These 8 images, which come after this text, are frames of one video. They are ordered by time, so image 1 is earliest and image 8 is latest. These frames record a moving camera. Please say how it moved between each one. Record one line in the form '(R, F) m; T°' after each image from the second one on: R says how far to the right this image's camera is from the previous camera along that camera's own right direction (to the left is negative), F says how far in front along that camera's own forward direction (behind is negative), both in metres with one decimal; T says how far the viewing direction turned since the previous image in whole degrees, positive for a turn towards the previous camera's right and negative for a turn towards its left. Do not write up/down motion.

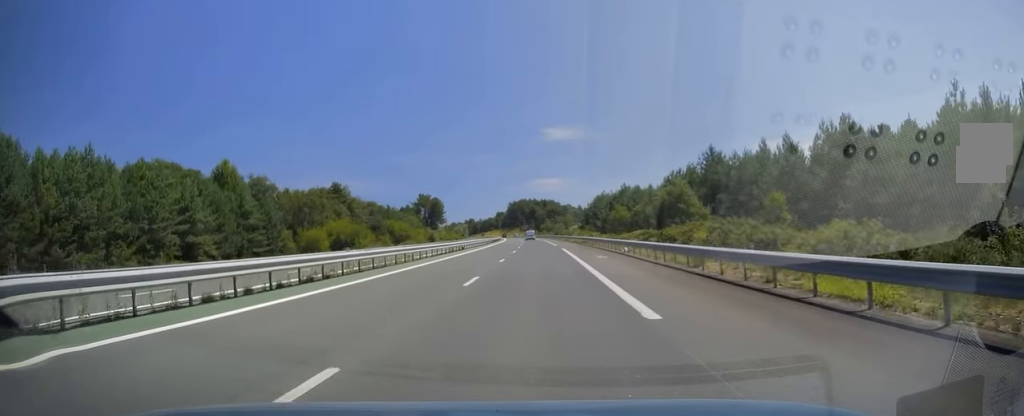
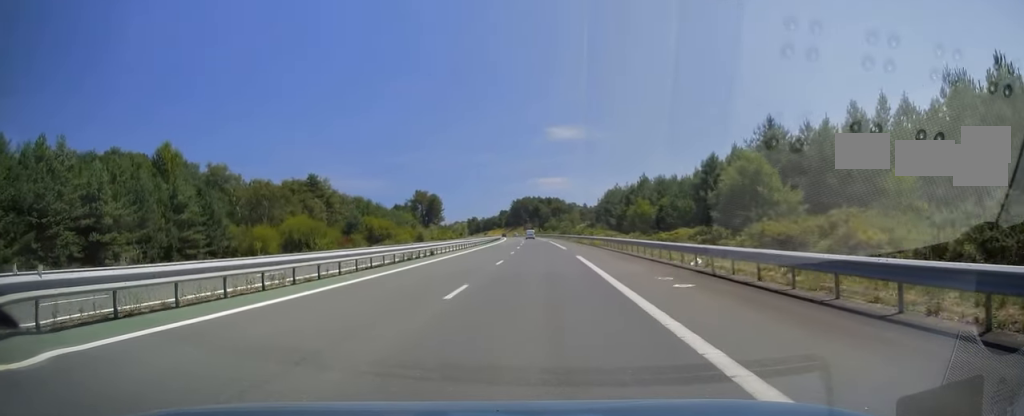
(0.0, +16.7) m; 0°
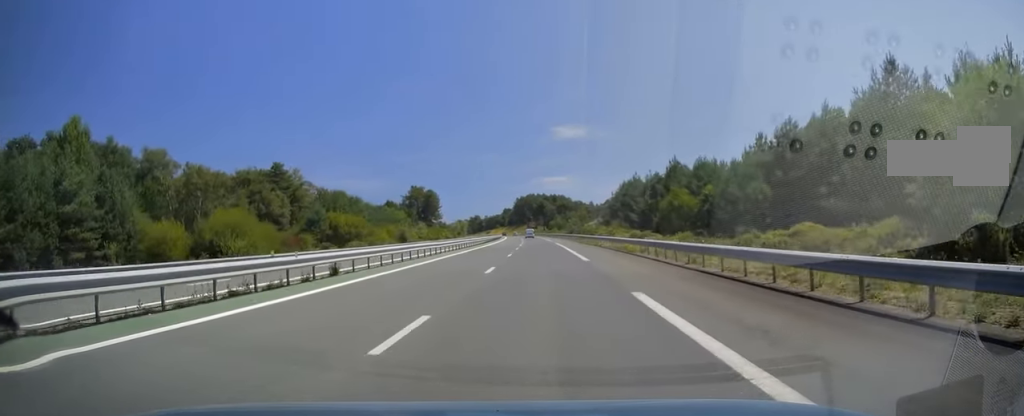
(0.0, +18.7) m; 0°
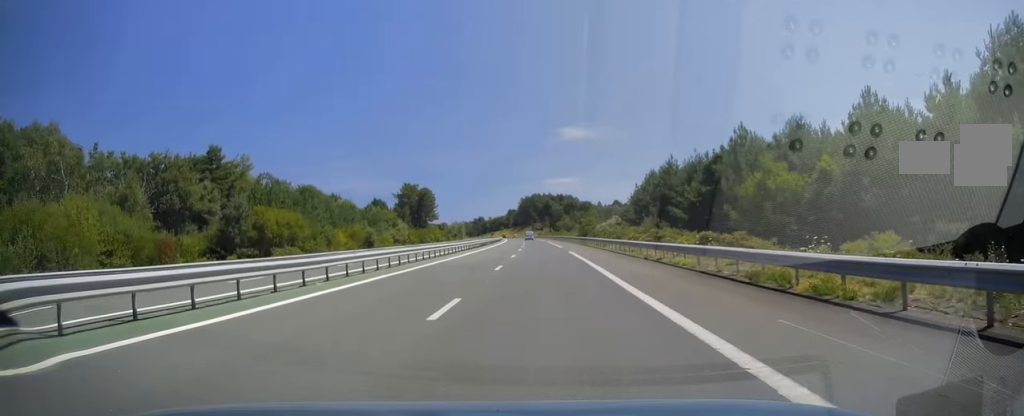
(0.0, +23.2) m; -1°
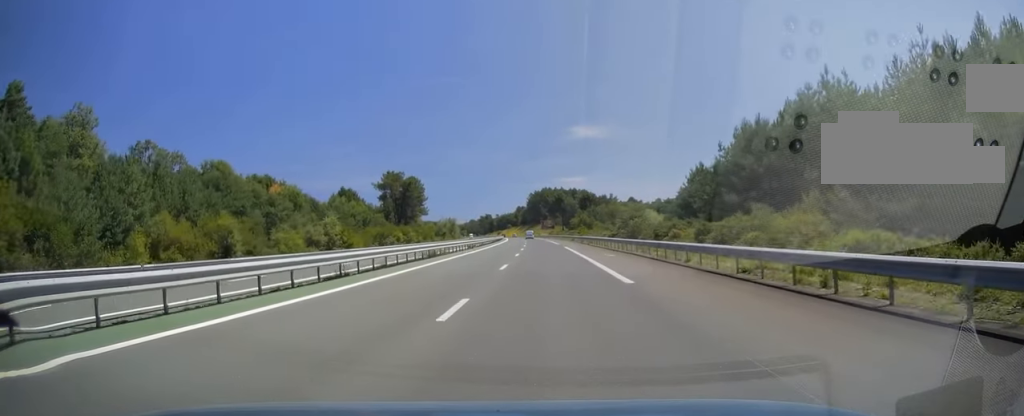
(-0.5, +39.3) m; -1°
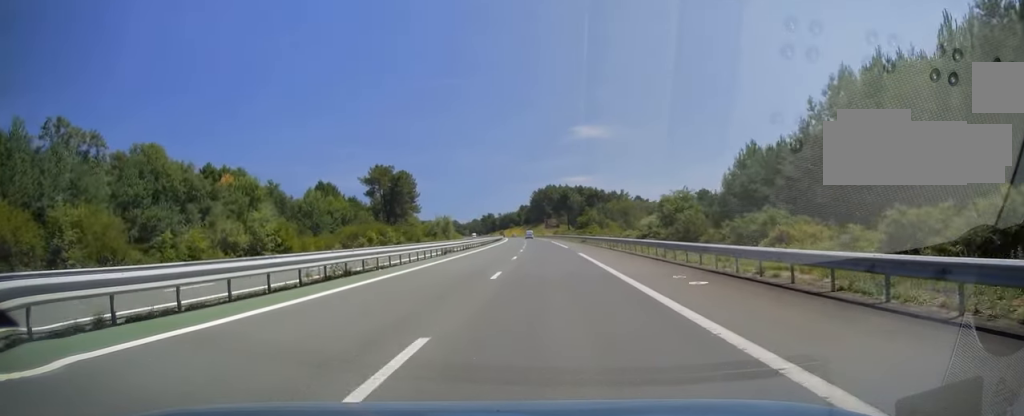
(0.0, +17.7) m; -1°
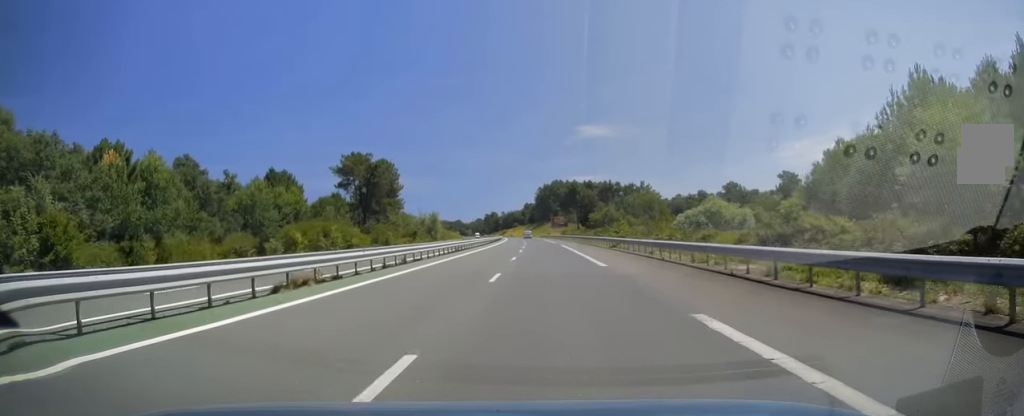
(-0.3, +27.0) m; -1°
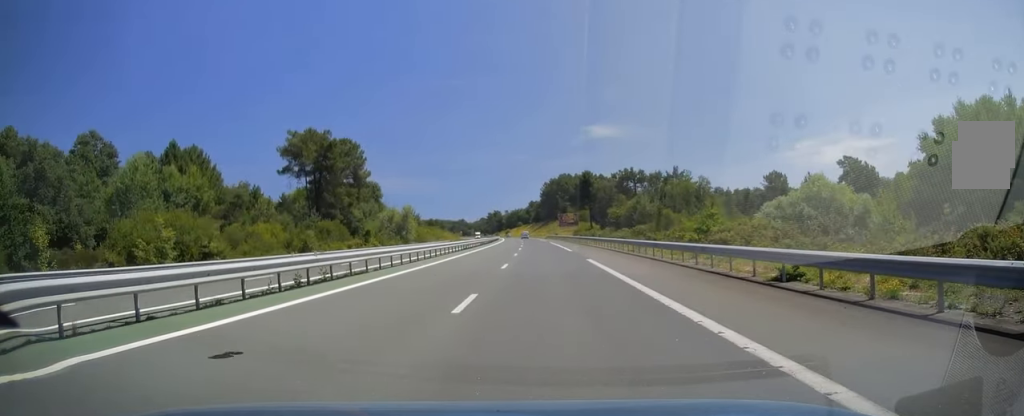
(-0.2, +32.5) m; 0°
